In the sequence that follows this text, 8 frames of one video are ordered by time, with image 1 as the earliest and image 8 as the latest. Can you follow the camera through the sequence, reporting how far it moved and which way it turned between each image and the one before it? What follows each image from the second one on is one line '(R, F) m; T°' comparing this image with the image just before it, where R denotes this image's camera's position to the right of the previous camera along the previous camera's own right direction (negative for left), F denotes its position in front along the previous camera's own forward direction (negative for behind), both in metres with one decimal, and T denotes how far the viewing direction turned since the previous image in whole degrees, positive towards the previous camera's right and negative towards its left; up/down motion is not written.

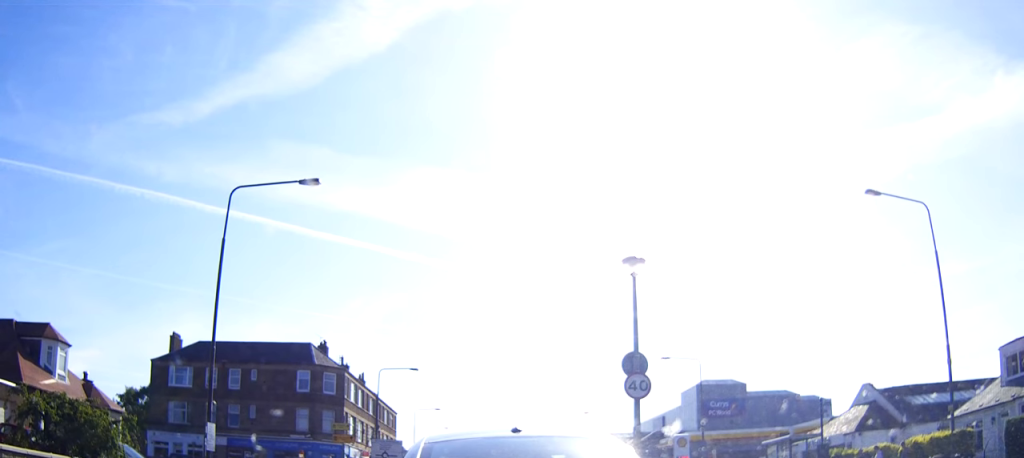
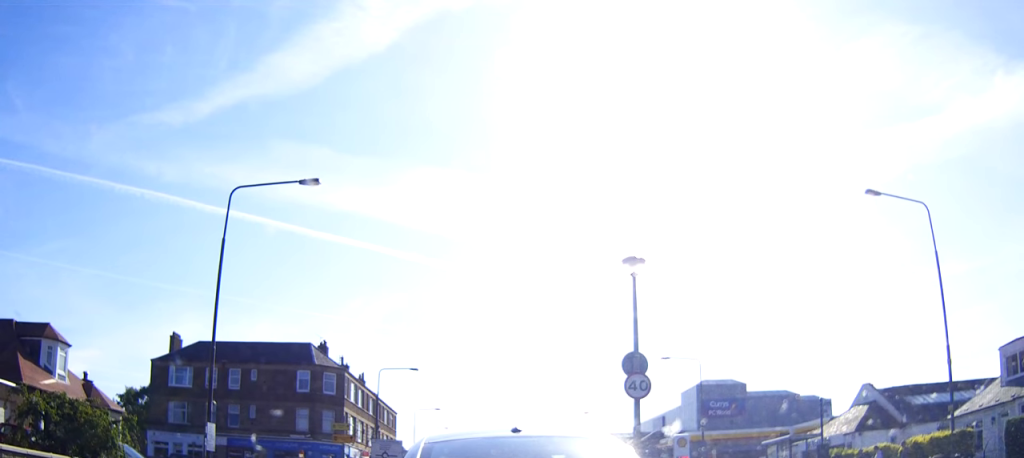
(0.0, 0.0) m; 0°
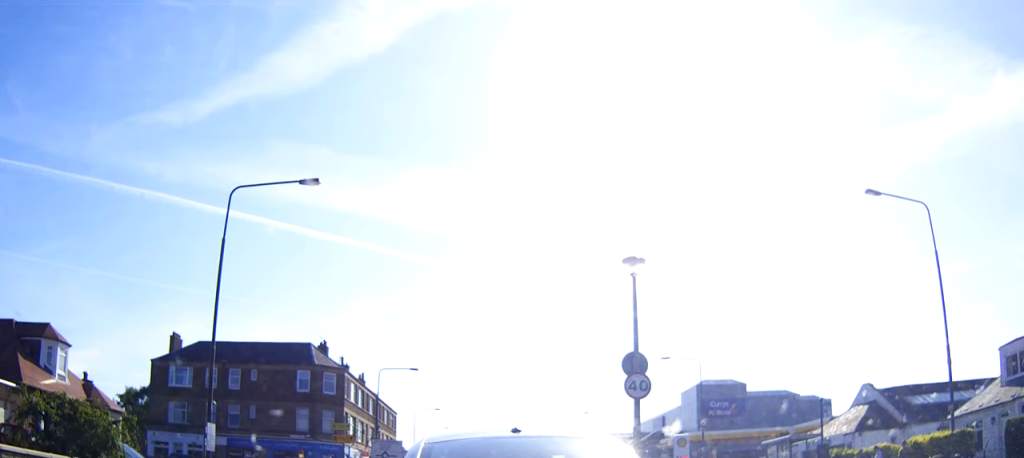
(0.0, 0.0) m; 0°
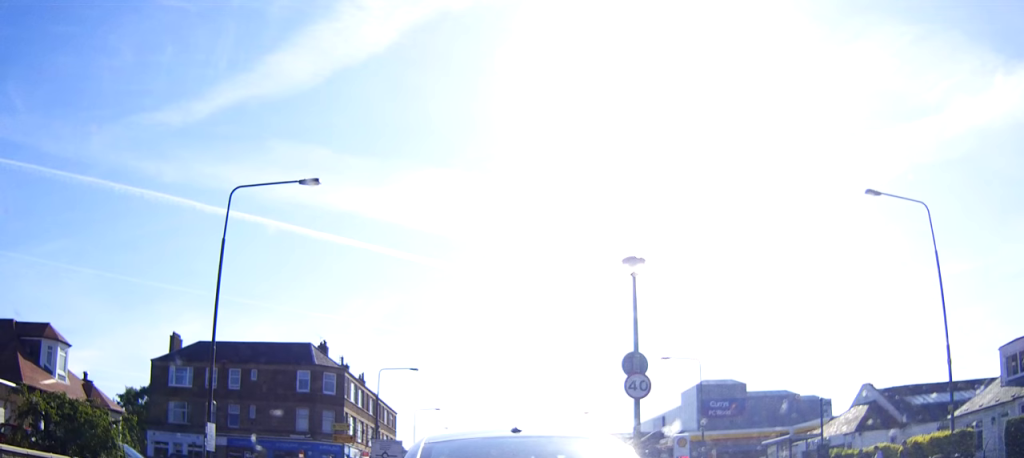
(0.0, 0.0) m; 0°
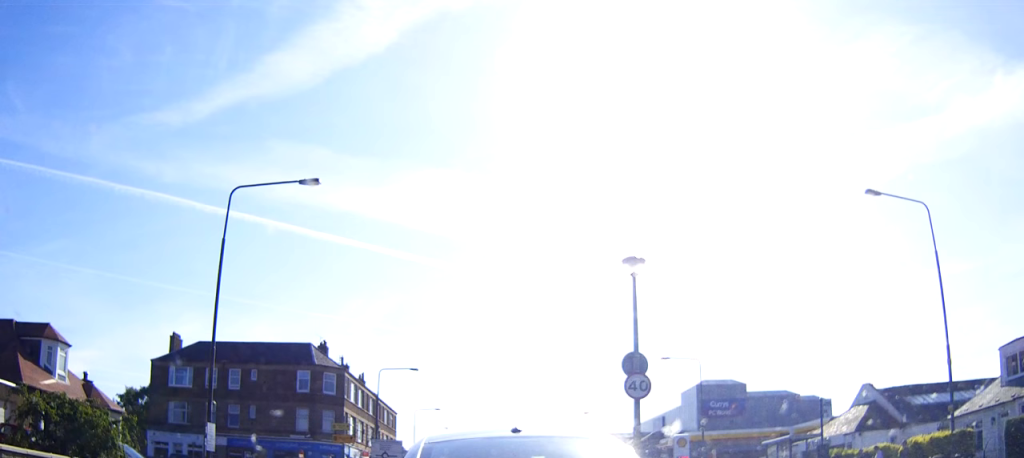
(0.0, 0.0) m; 0°
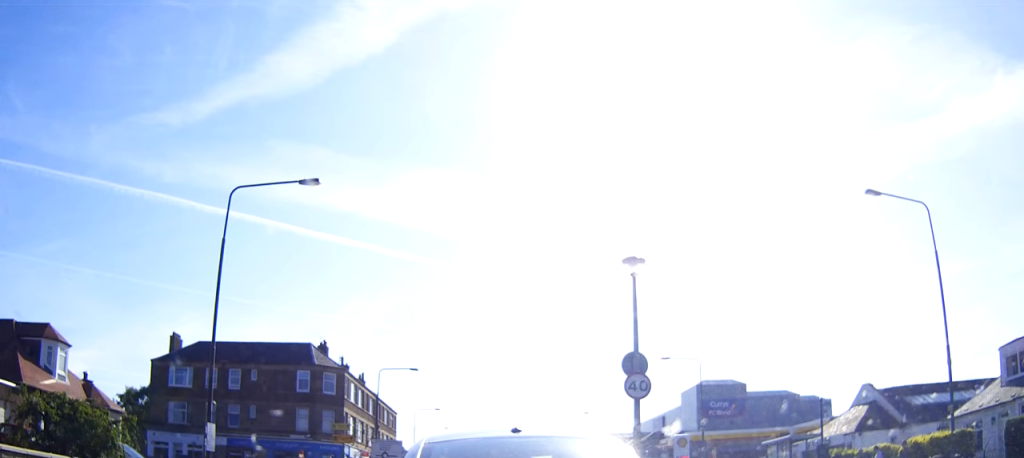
(0.0, +0.4) m; 0°
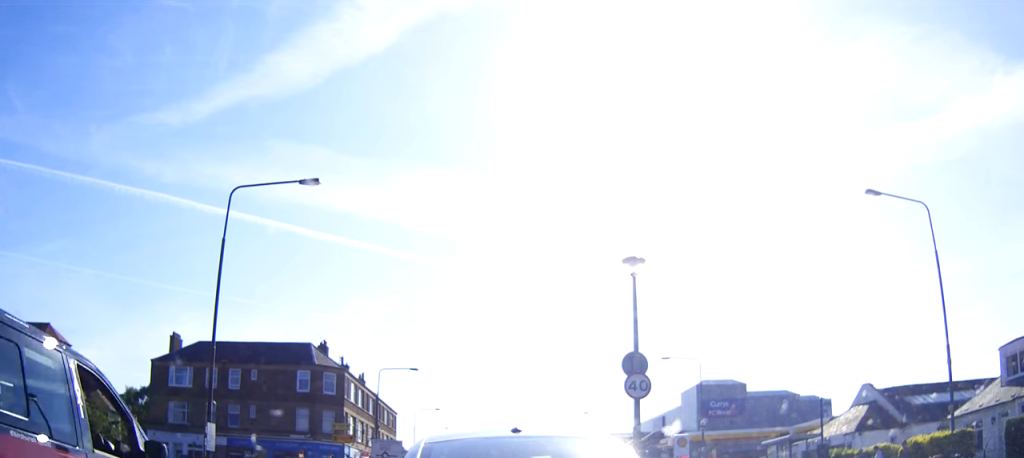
(0.0, 0.0) m; 0°
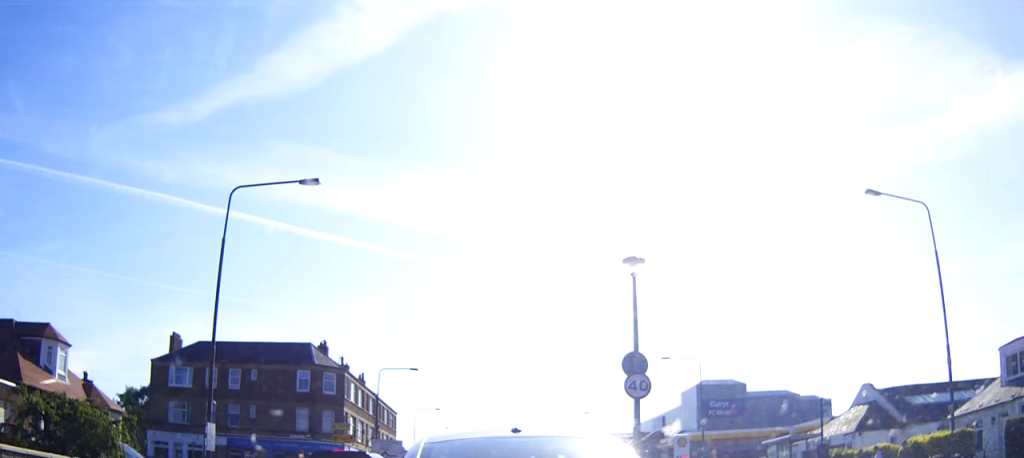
(0.0, +0.4) m; 0°
